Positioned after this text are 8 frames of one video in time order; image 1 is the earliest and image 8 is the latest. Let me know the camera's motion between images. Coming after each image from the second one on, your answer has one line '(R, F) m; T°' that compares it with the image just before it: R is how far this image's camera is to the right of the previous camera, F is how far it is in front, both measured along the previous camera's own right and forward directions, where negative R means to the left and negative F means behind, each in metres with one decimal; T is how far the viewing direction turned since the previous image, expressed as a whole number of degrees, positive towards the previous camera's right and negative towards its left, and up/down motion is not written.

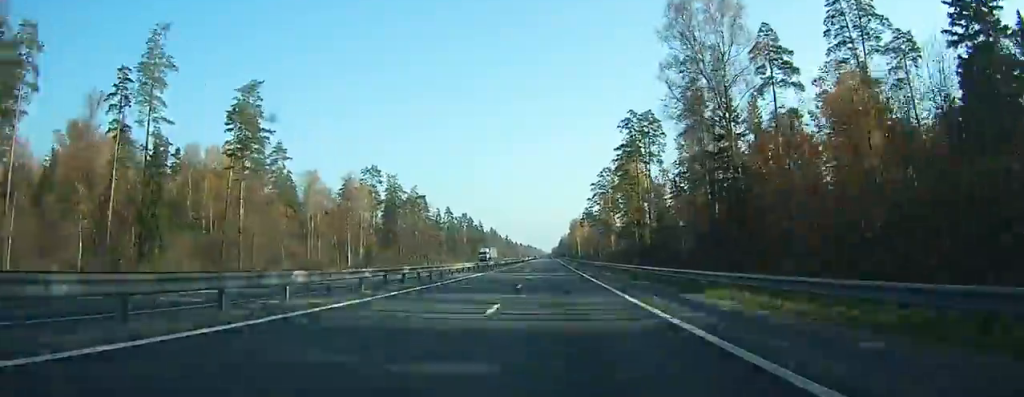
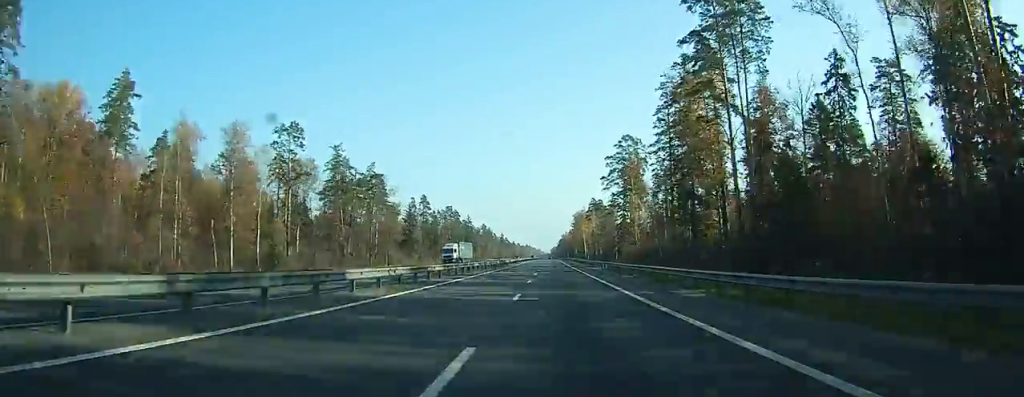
(-0.2, +59.7) m; 0°
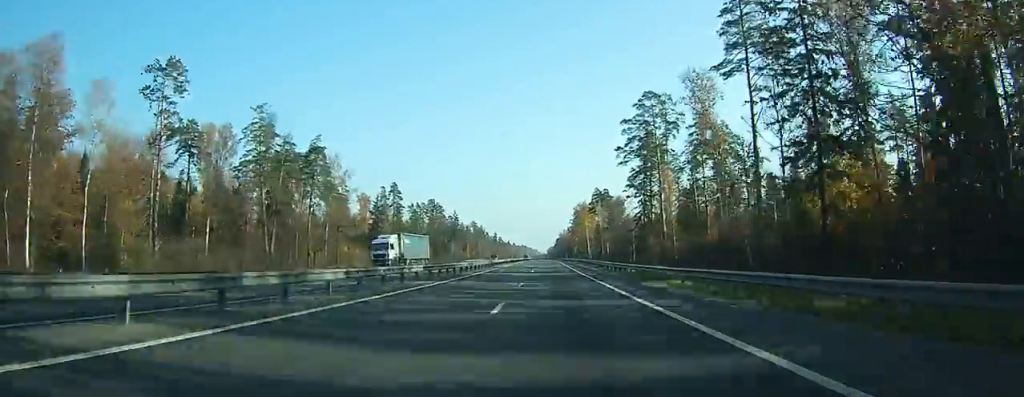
(0.0, +45.2) m; 0°
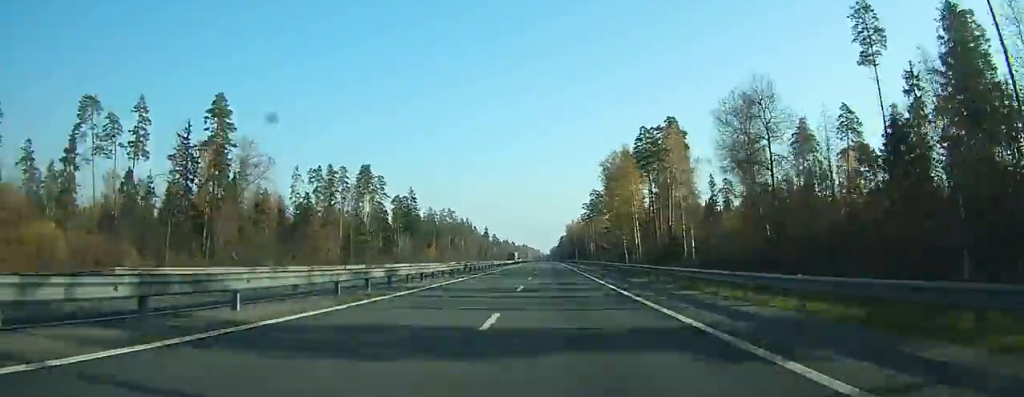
(+0.3, +118.9) m; 0°
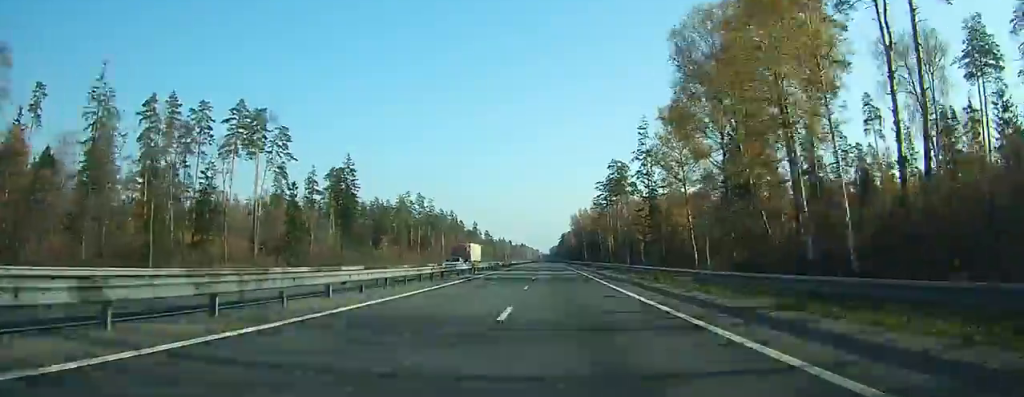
(+0.2, +64.6) m; 0°
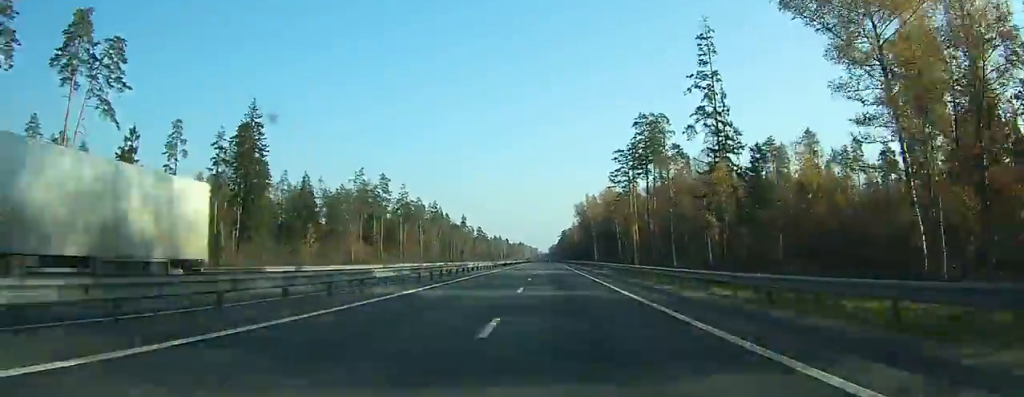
(0.0, +44.9) m; 0°
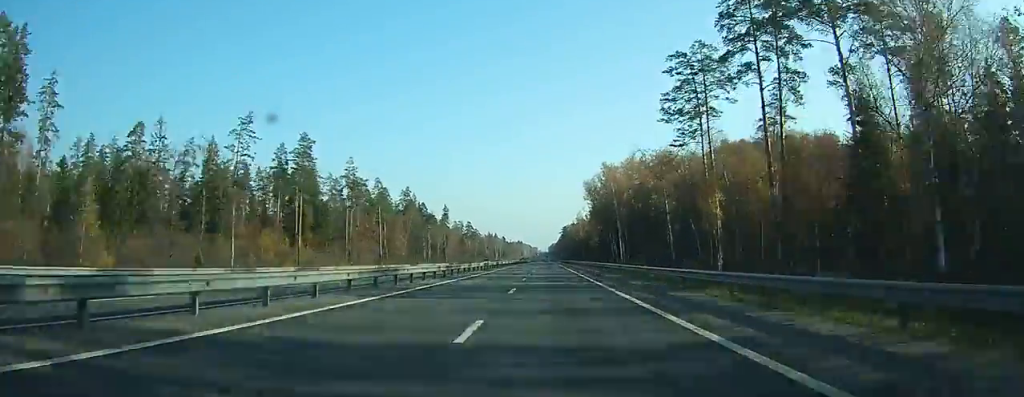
(0.0, +57.0) m; 0°
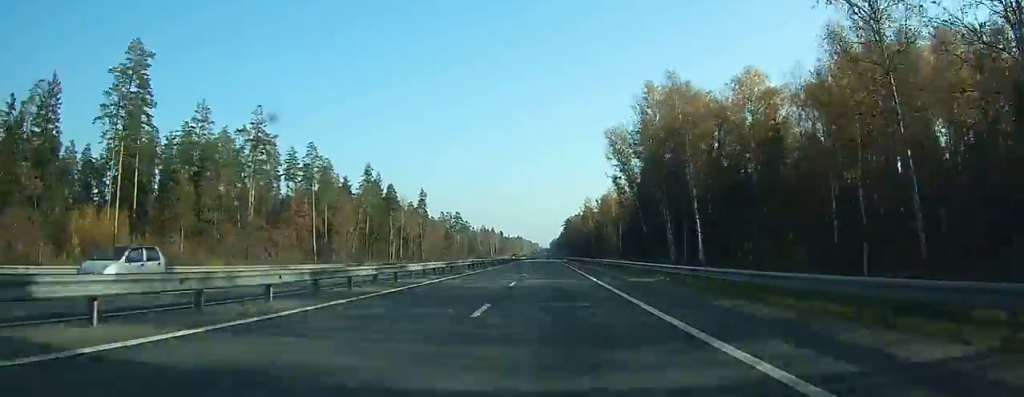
(0.0, +56.8) m; 0°
